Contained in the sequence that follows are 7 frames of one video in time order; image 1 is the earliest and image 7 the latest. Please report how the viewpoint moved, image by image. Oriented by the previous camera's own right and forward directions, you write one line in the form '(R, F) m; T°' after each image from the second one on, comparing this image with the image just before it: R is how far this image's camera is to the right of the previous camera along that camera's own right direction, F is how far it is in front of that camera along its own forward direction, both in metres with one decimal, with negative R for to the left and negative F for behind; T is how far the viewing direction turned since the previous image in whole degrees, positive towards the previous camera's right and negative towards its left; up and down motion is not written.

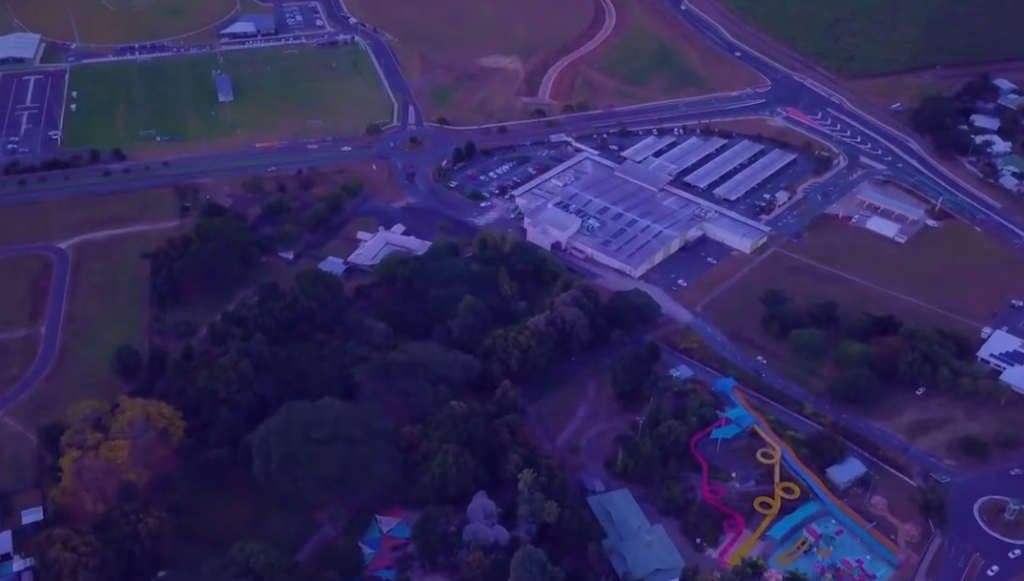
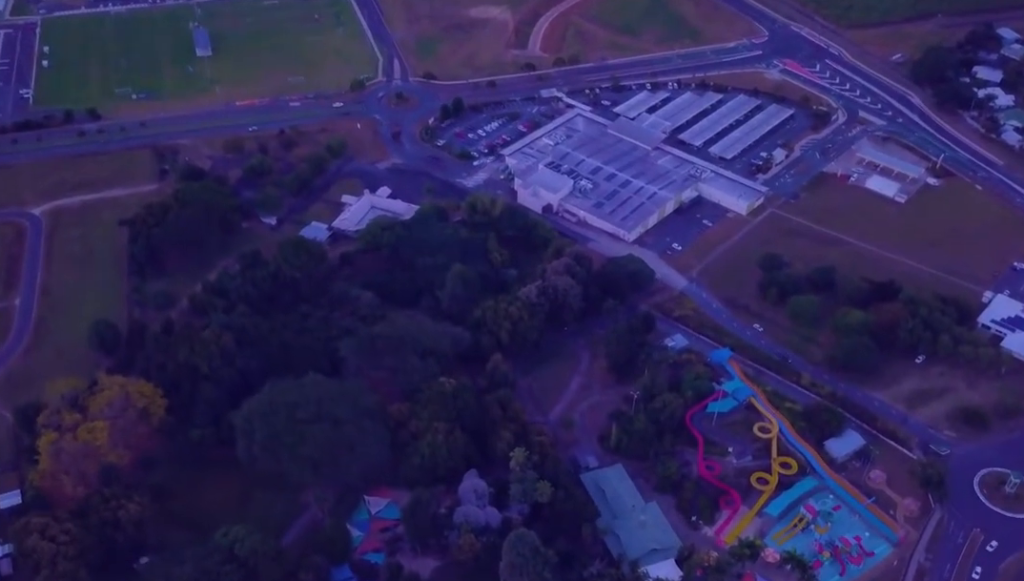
(0.0, +8.2) m; 0°
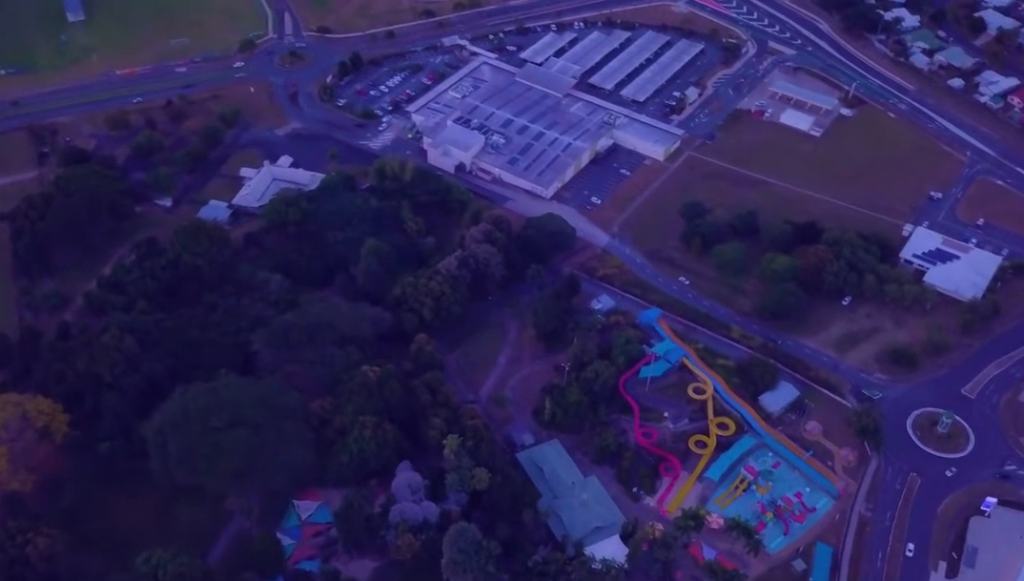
(0.0, +14.7) m; 0°
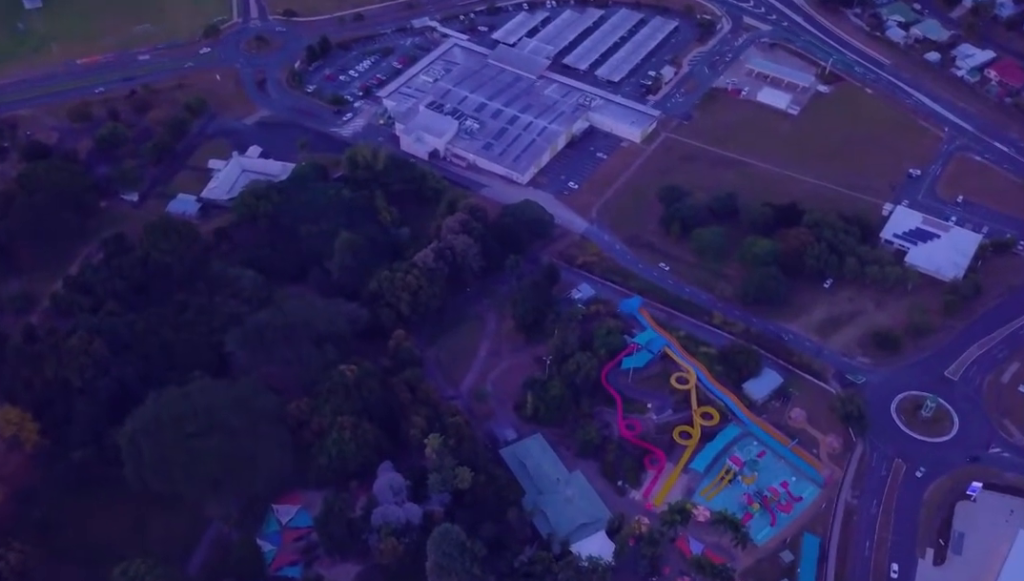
(0.0, +6.3) m; 0°
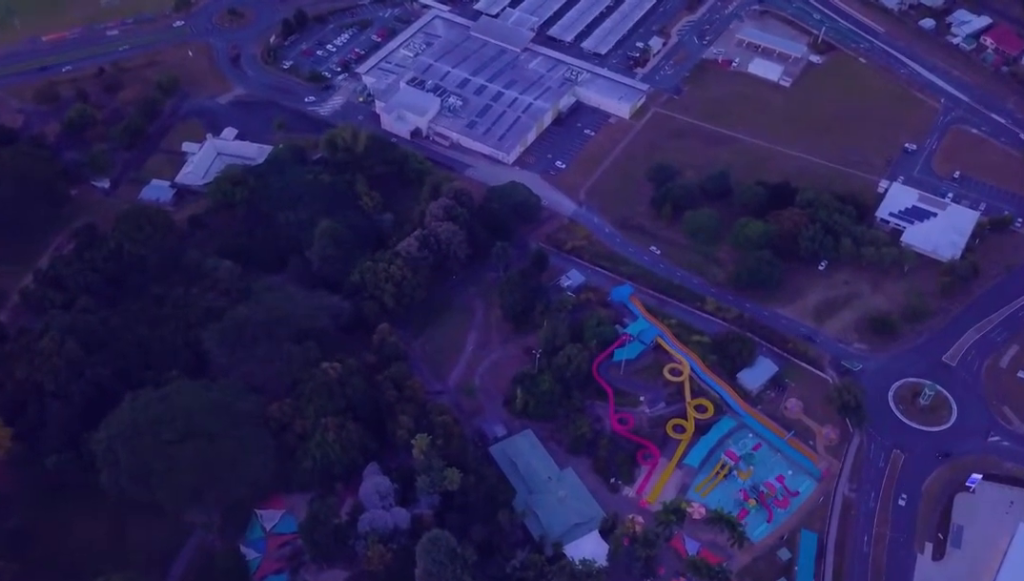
(0.0, +10.6) m; 0°
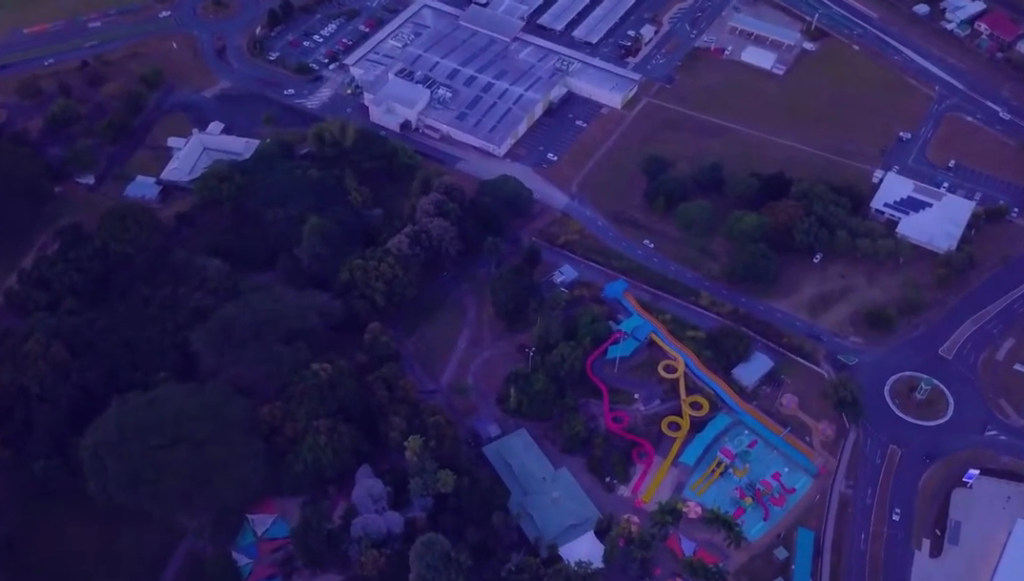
(0.0, +4.4) m; 0°
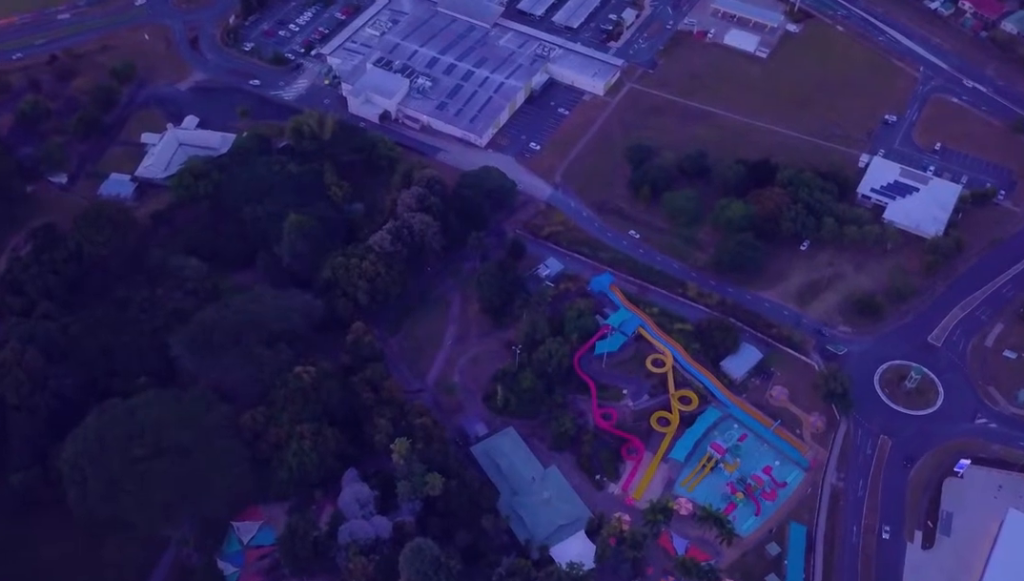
(0.0, +5.7) m; 0°
